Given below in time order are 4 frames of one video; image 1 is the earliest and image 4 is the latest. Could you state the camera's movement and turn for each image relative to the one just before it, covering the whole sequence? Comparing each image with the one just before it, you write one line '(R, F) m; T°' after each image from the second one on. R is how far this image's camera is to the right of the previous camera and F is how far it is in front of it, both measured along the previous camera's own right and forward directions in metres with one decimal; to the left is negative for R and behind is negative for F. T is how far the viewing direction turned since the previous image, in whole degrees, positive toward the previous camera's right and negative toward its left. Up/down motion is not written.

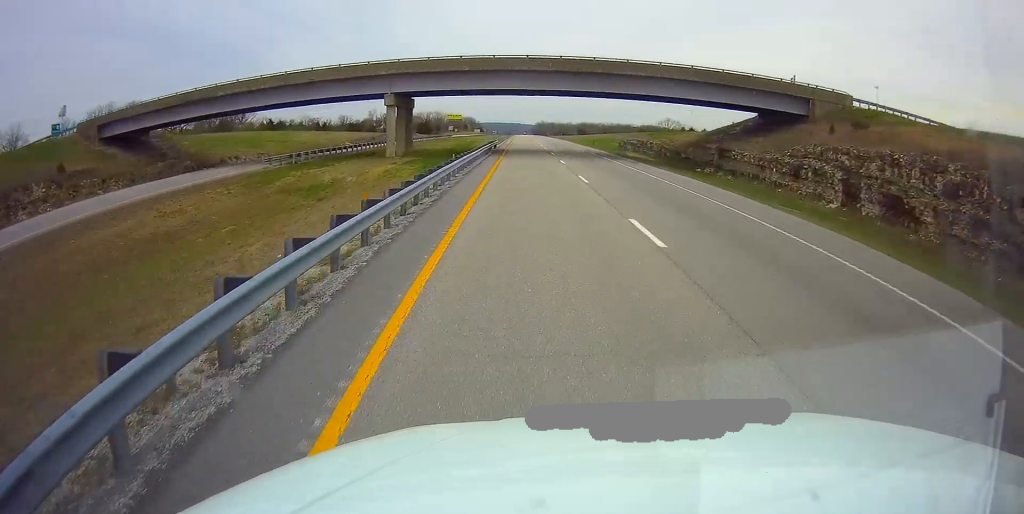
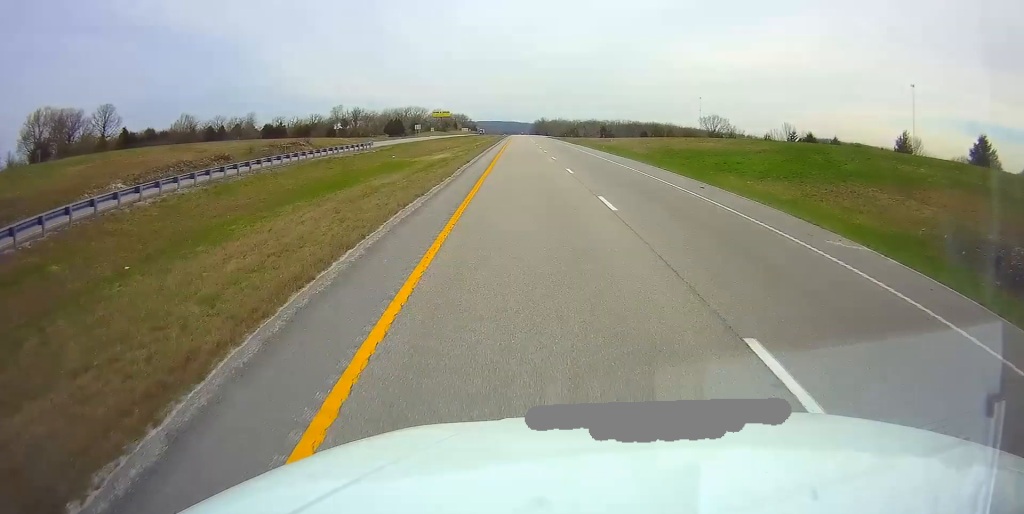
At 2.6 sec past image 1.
(+0.5, +79.3) m; 0°
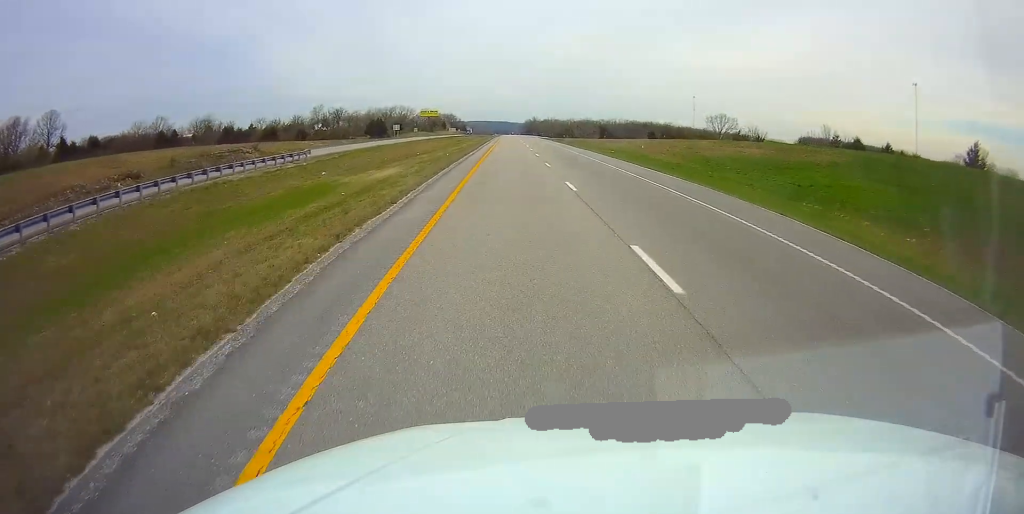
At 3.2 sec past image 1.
(-0.1, +19.7) m; 0°
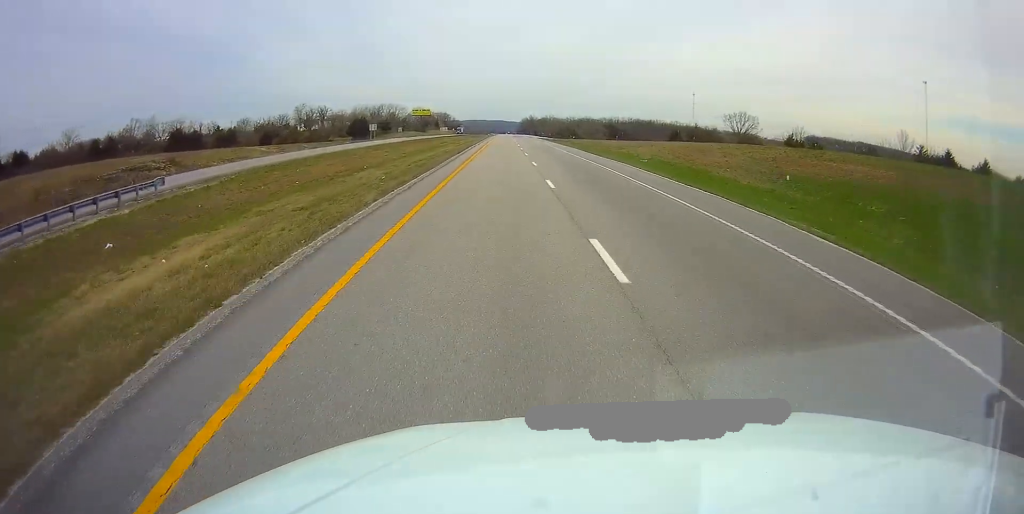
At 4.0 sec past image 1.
(+0.3, +23.9) m; +1°
